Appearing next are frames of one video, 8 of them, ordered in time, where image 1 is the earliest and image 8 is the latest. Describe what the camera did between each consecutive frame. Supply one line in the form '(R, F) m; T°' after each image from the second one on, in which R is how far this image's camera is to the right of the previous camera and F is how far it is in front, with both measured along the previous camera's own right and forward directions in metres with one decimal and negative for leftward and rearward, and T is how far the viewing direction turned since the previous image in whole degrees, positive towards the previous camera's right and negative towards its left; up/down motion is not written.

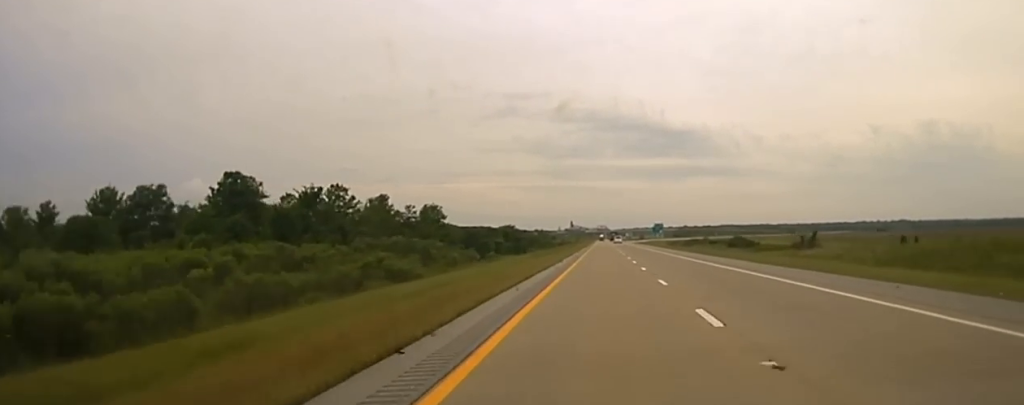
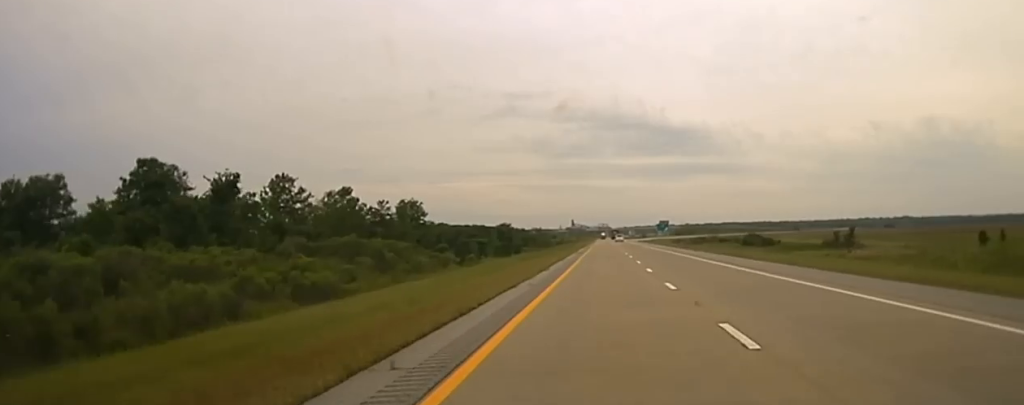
(0.0, +18.3) m; 0°
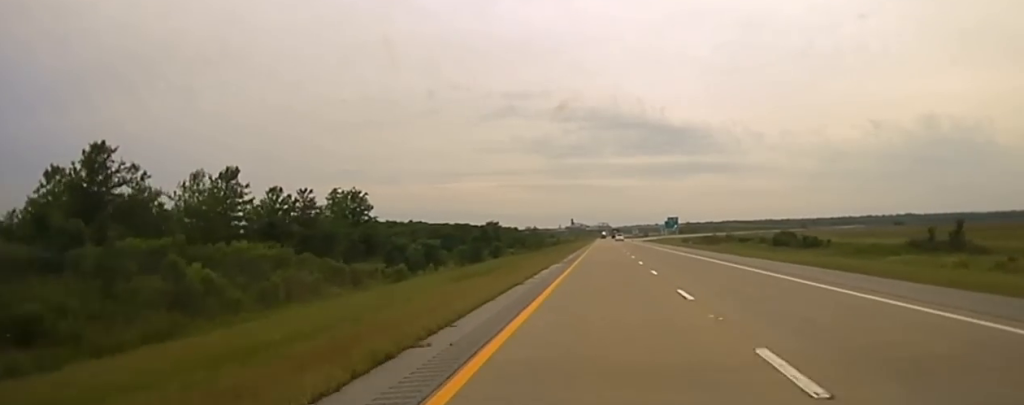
(0.0, +20.7) m; 0°
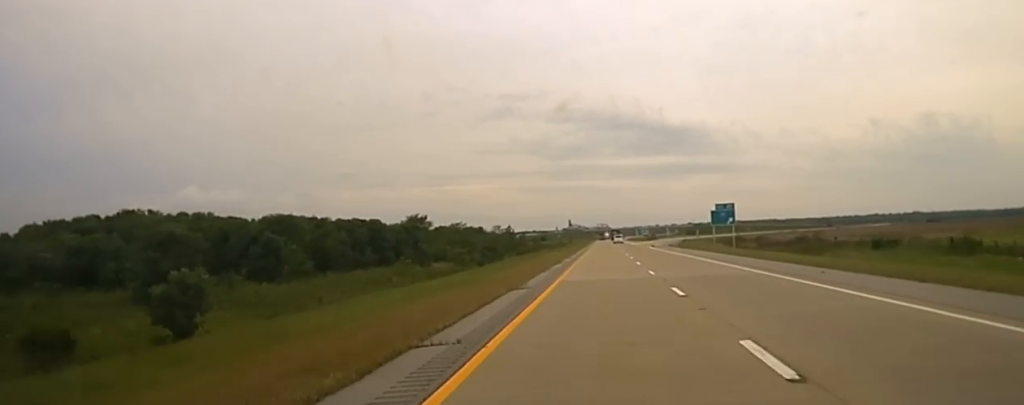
(+0.1, +69.8) m; 0°
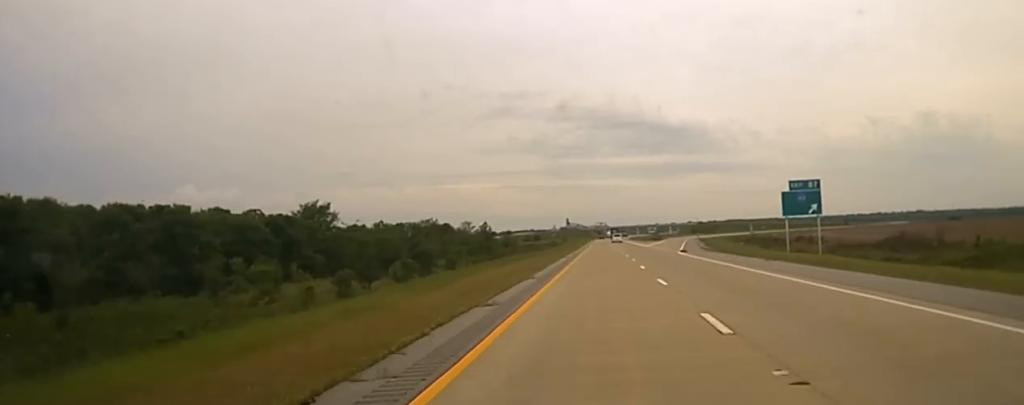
(-0.2, +39.9) m; 0°
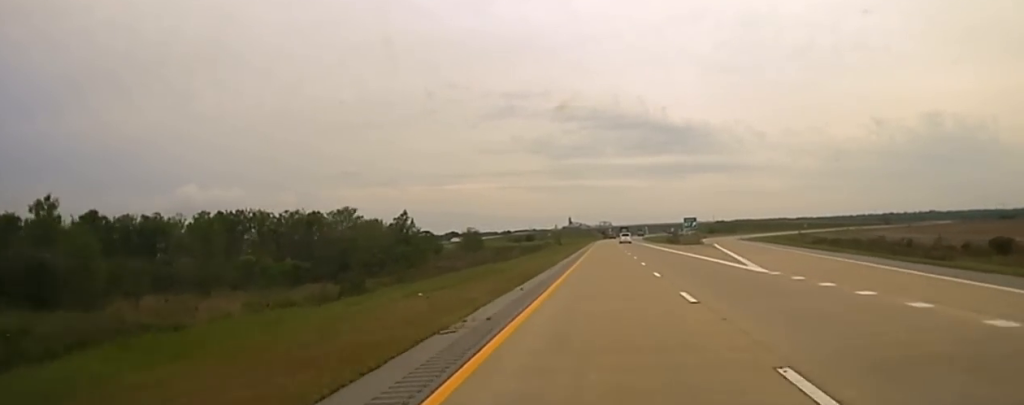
(+0.1, +94.4) m; 0°
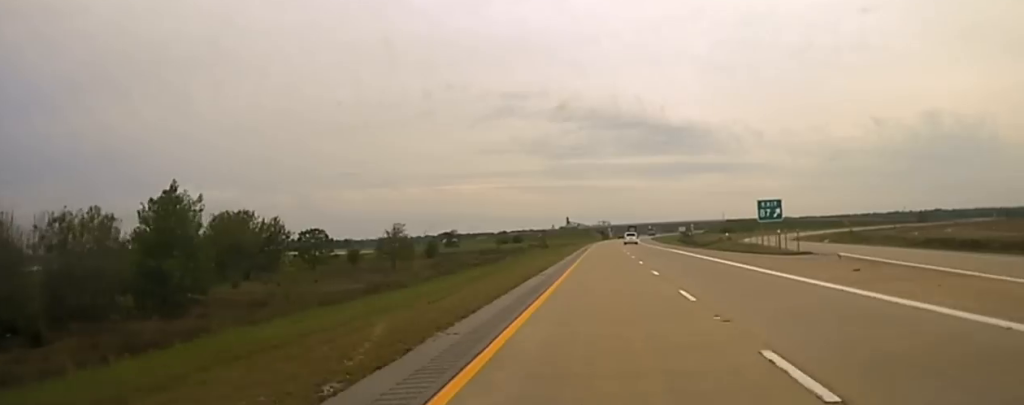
(+0.2, +65.0) m; 0°
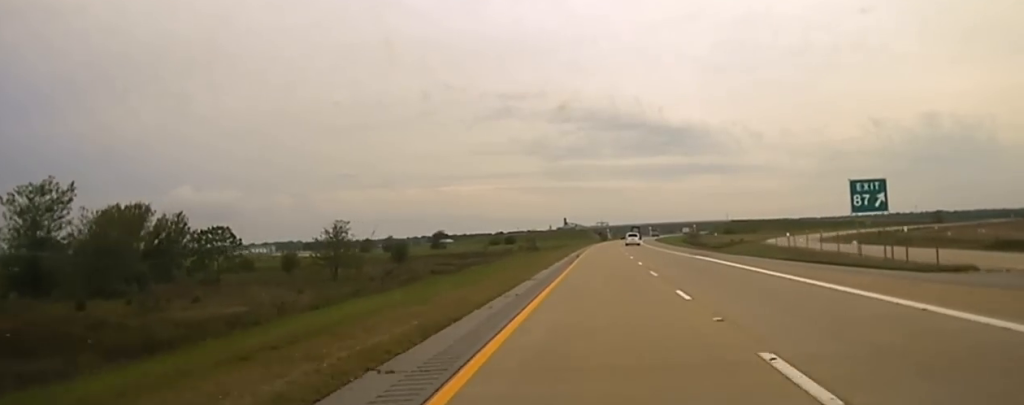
(0.0, +26.9) m; 0°
